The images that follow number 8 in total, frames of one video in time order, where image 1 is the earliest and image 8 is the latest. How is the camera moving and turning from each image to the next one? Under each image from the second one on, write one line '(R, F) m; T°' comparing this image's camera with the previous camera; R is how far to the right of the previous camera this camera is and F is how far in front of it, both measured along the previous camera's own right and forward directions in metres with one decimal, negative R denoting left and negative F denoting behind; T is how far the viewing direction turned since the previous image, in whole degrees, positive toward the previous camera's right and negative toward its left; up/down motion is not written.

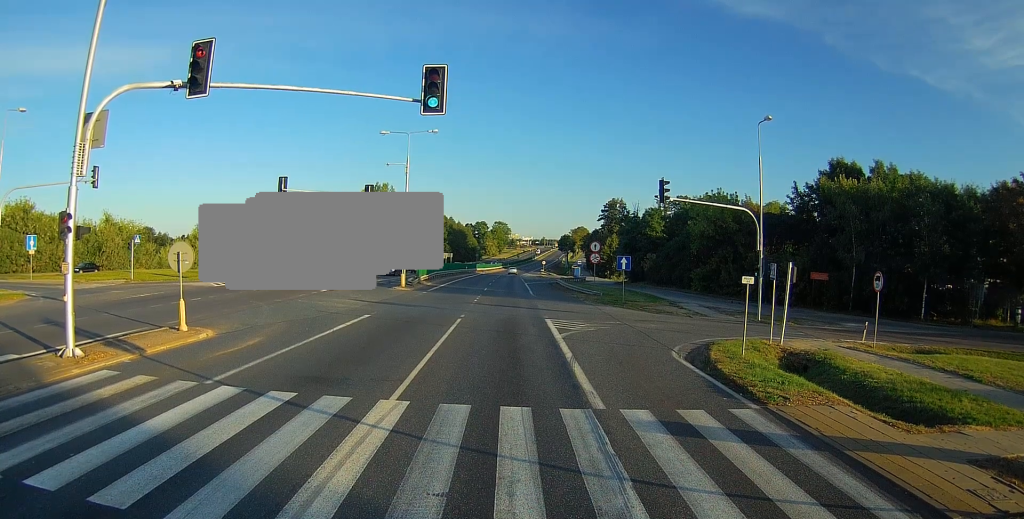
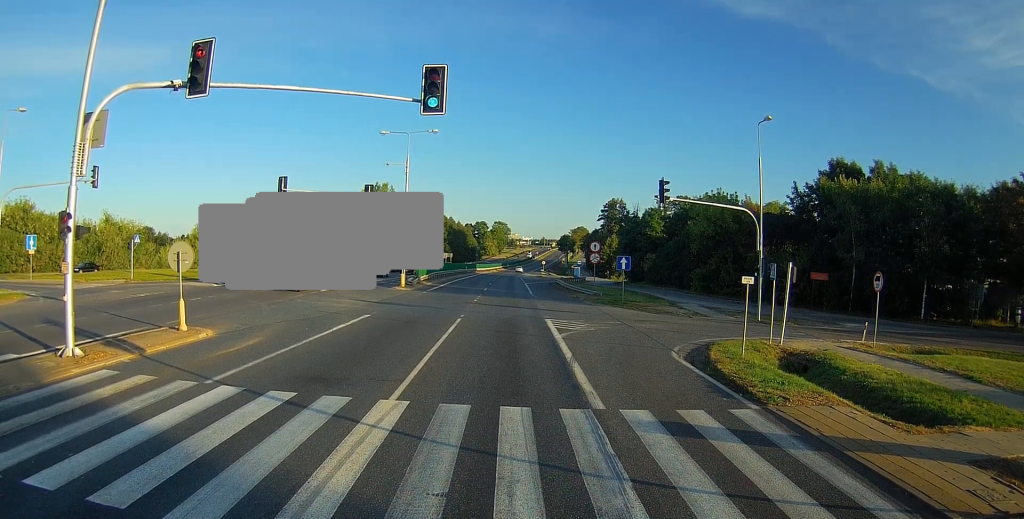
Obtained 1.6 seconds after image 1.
(0.0, 0.0) m; 0°
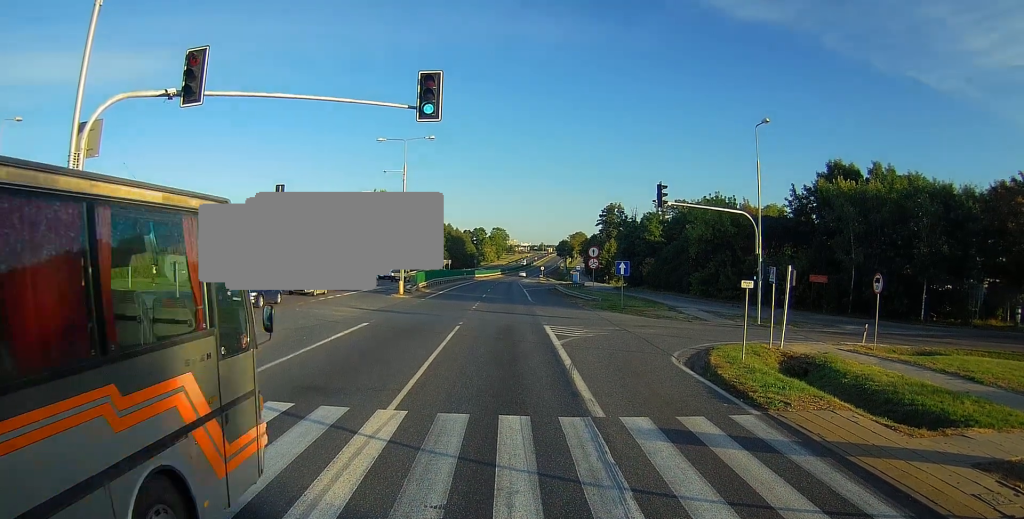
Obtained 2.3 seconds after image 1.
(0.0, +0.3) m; 0°
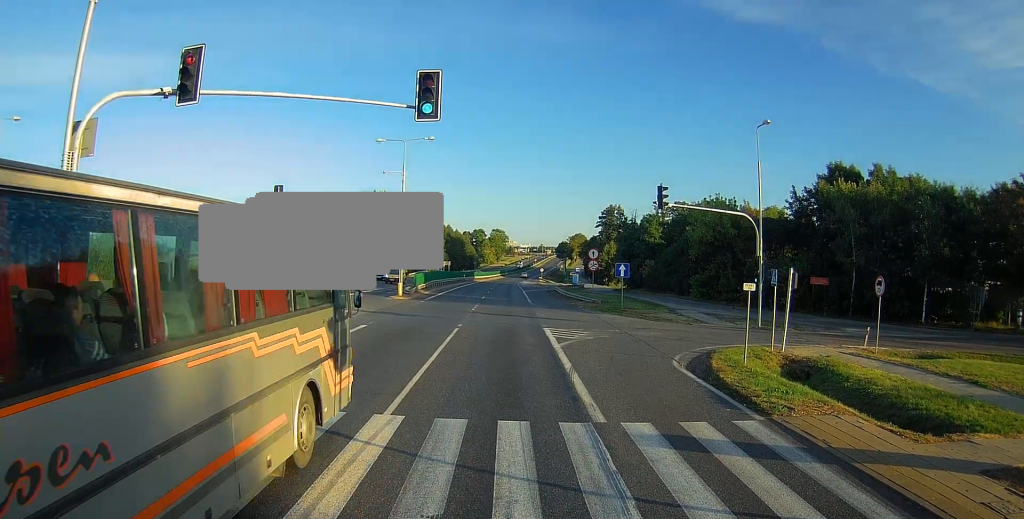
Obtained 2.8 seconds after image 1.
(0.0, +0.3) m; 0°
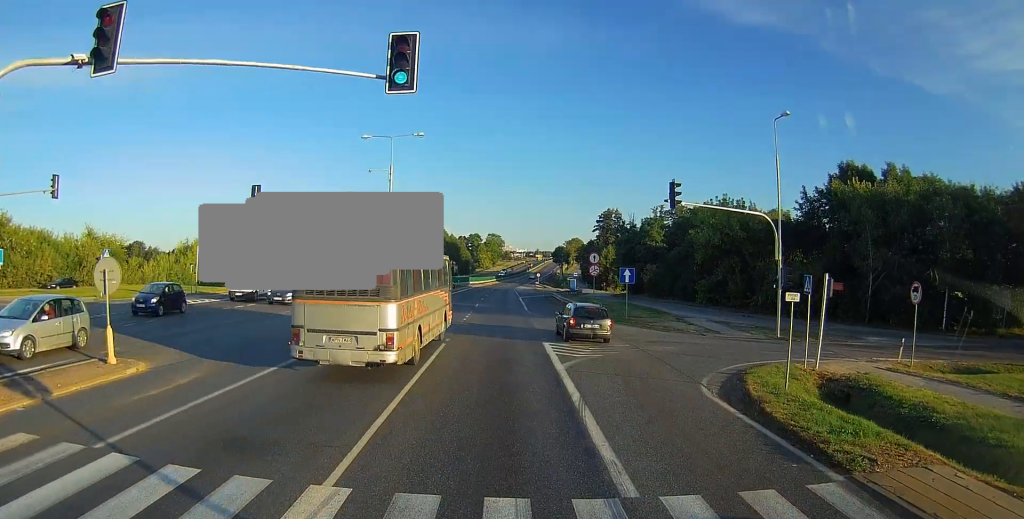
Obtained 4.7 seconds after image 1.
(0.0, +3.6) m; -3°
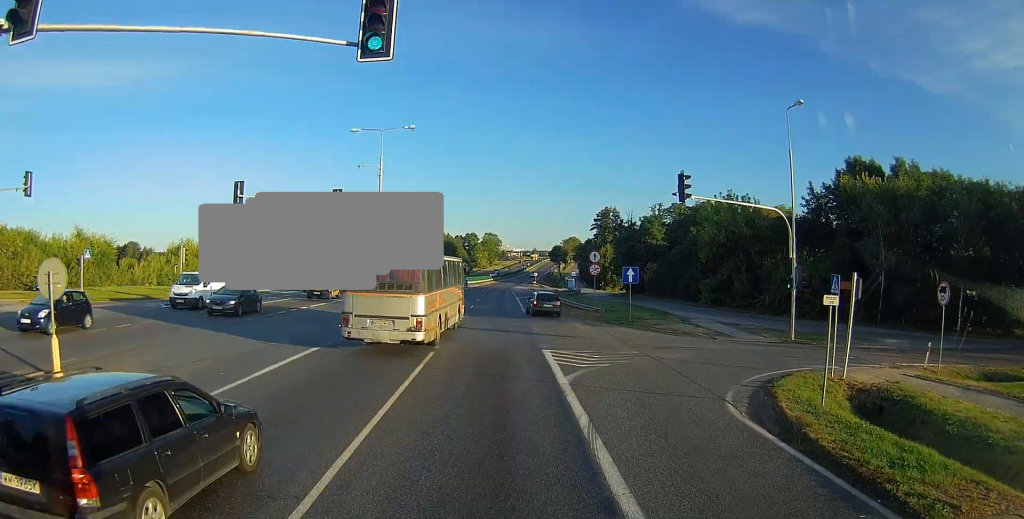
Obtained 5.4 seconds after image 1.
(-0.1, +2.1) m; -2°
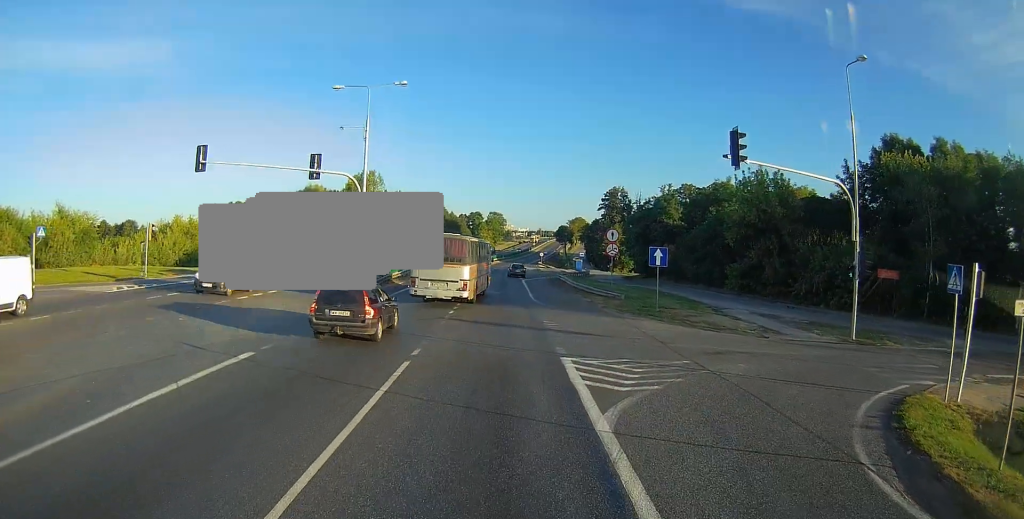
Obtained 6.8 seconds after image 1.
(0.0, +5.3) m; +1°
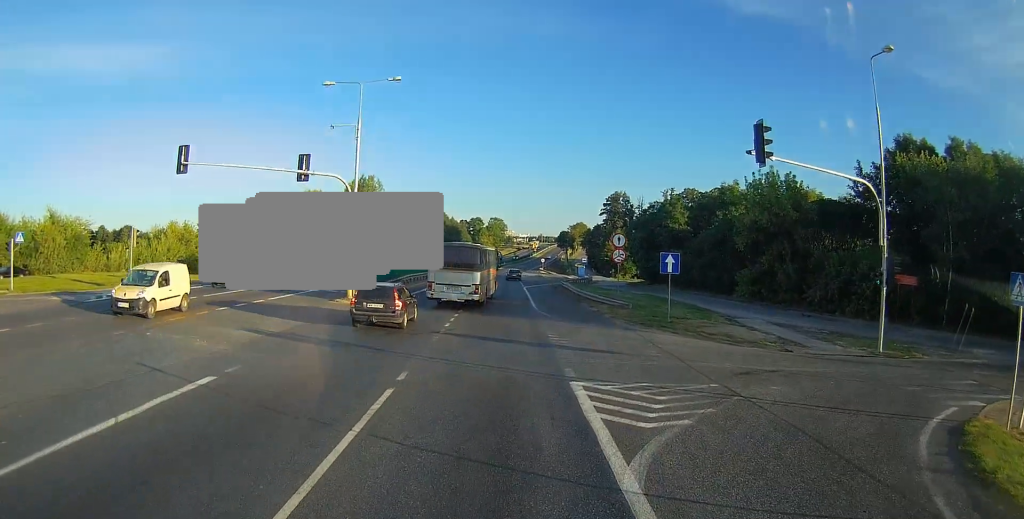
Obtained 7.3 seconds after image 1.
(0.0, +2.3) m; +1°
